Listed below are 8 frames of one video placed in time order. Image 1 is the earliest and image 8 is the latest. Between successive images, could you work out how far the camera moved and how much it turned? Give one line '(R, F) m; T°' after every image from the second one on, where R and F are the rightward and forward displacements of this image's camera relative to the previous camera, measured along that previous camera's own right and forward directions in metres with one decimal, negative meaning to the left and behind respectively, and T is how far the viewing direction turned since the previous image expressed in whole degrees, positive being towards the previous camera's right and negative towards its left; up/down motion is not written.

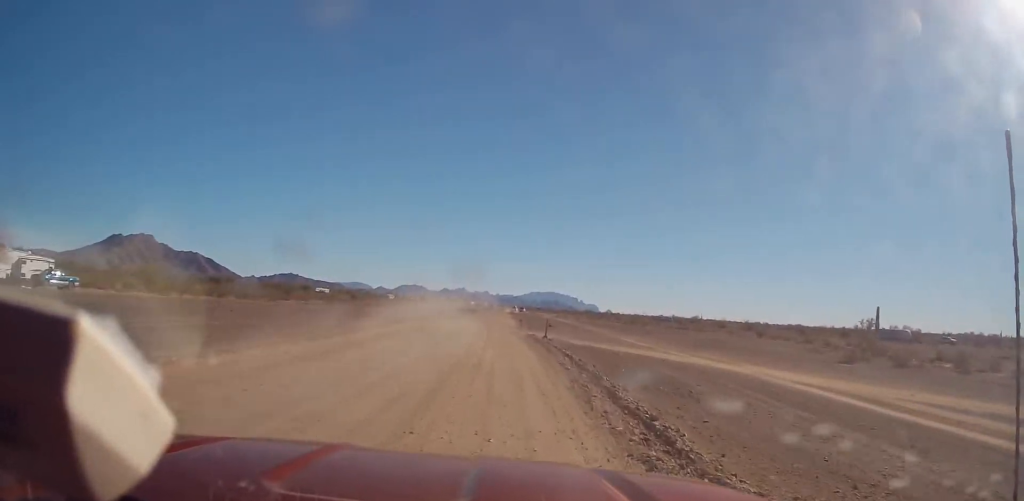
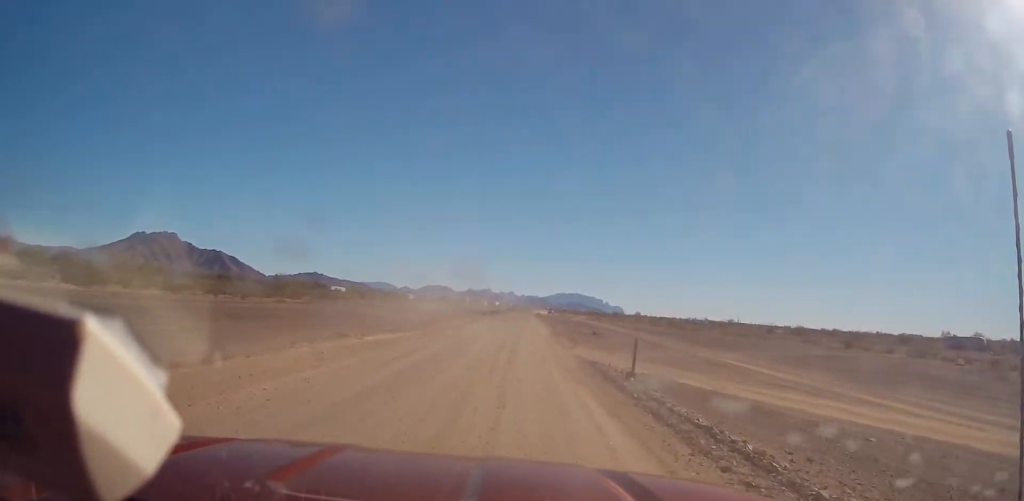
(-1.0, +22.3) m; -1°
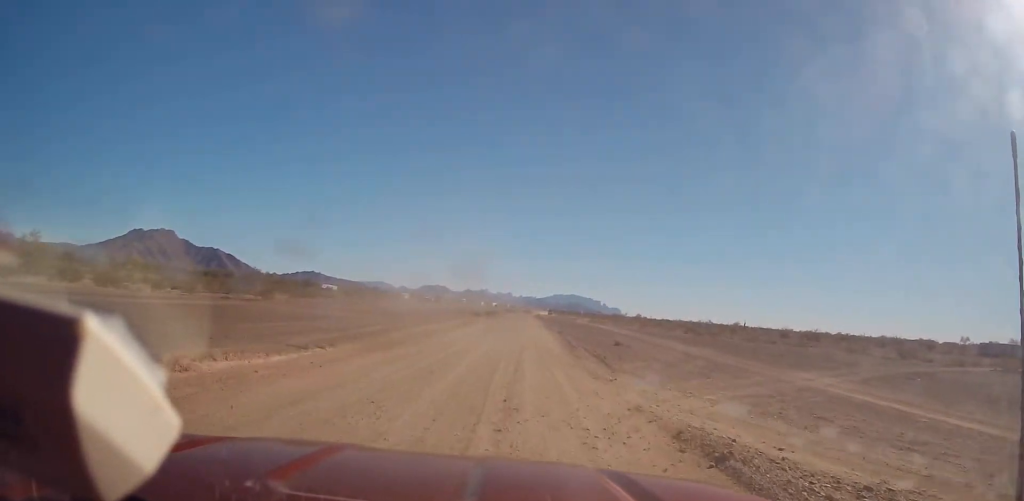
(+0.7, +15.3) m; +2°
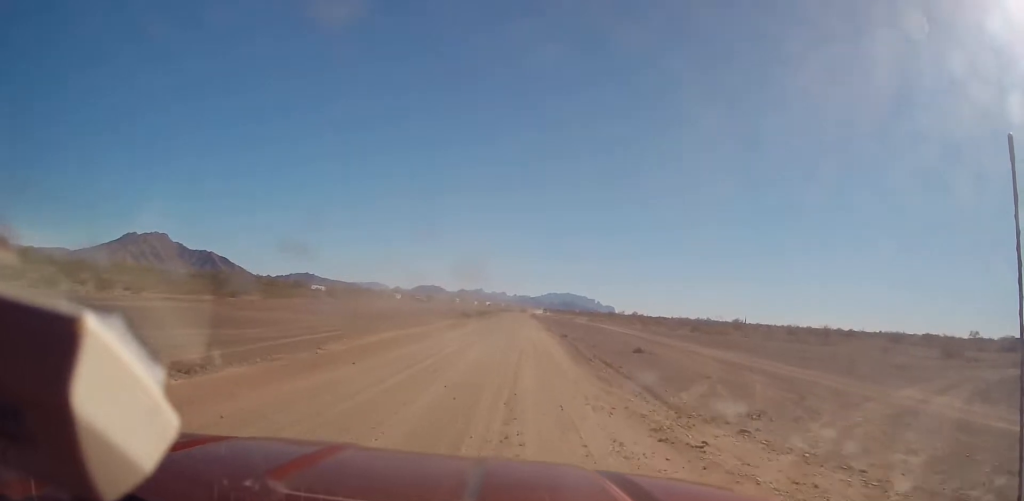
(+0.1, +10.3) m; 0°
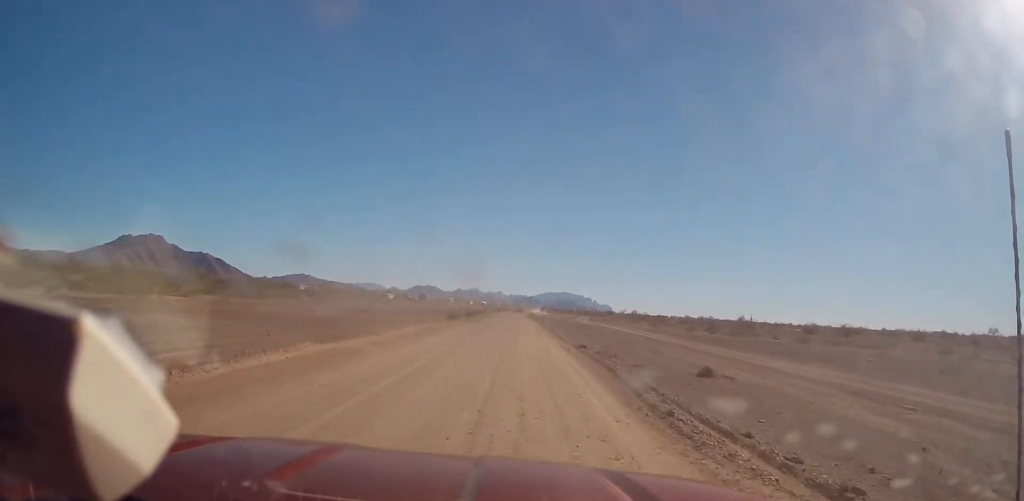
(-0.2, +13.5) m; -1°
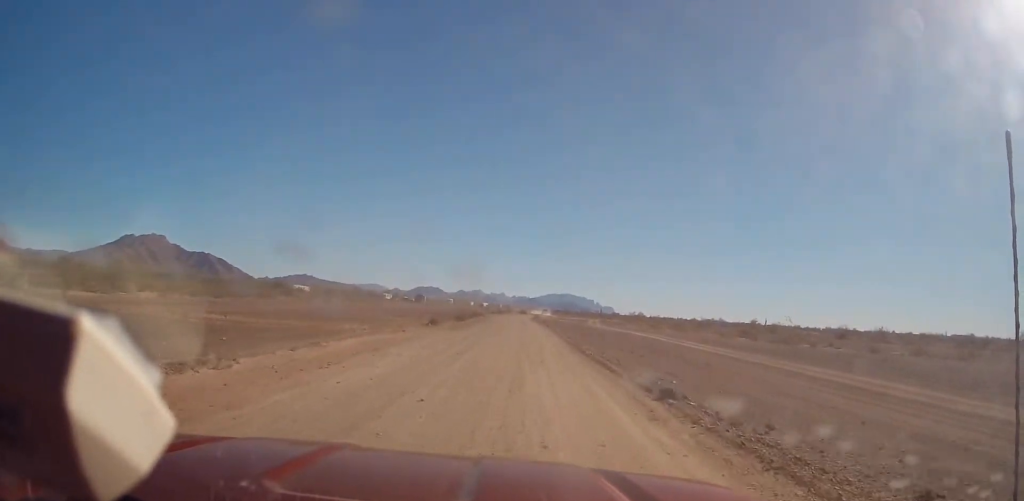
(-0.2, +17.2) m; -1°
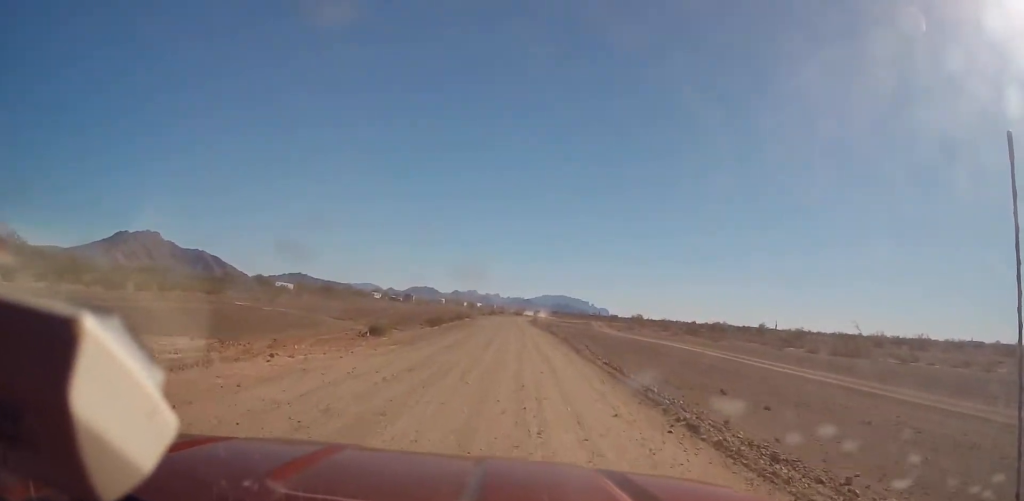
(-0.1, +18.4) m; +1°
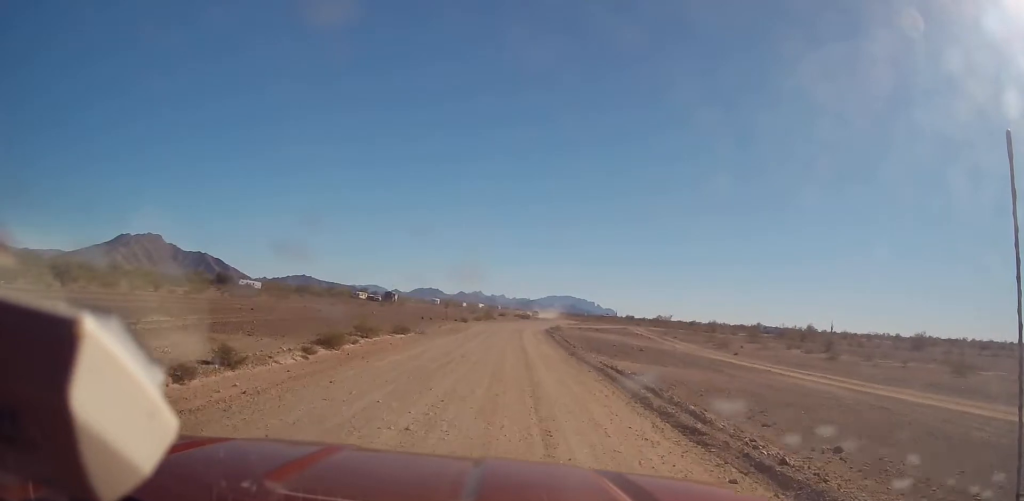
(+0.9, +49.7) m; -1°
